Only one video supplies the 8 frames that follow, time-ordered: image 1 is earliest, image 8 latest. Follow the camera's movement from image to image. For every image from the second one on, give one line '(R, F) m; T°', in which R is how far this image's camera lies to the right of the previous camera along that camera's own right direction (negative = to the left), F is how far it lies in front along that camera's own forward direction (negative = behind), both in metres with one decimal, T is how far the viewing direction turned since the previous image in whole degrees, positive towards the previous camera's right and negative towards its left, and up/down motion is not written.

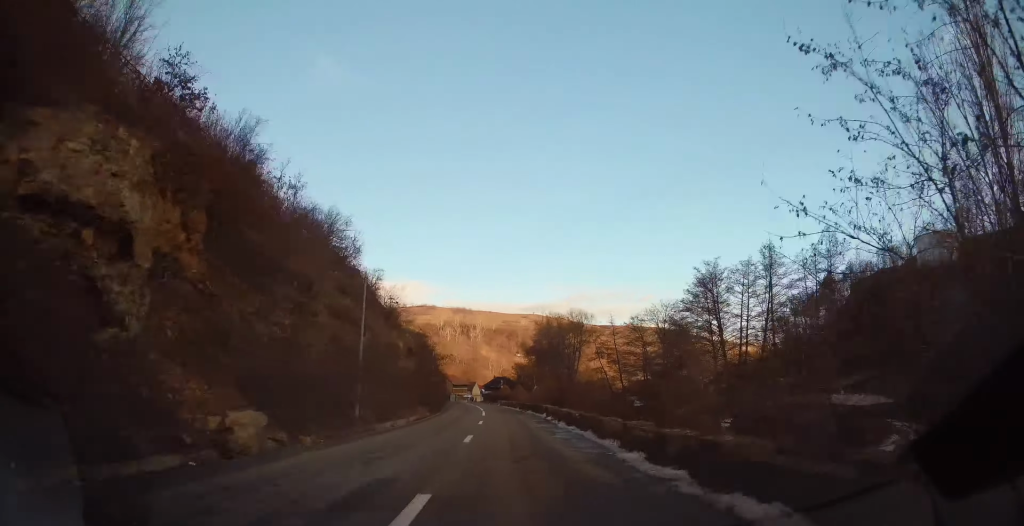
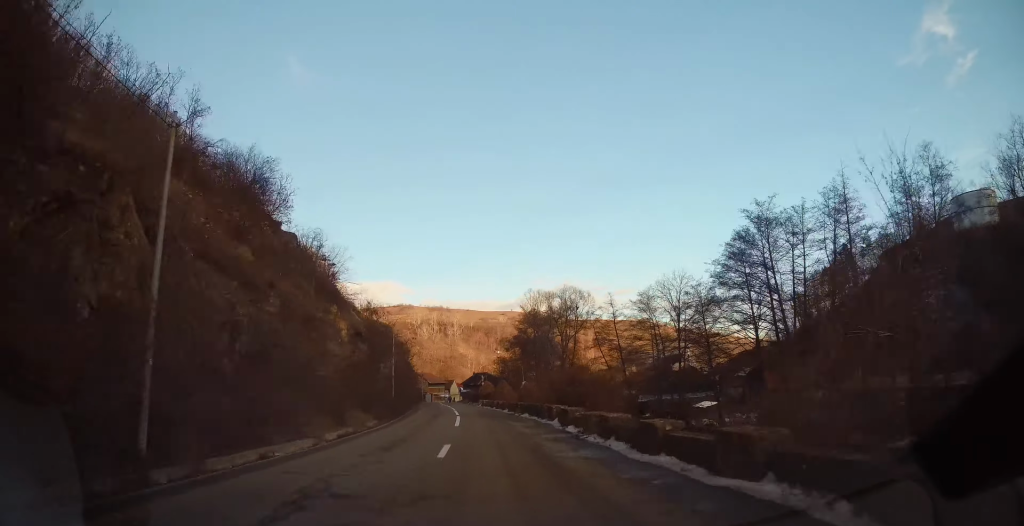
(+0.4, +15.0) m; 0°
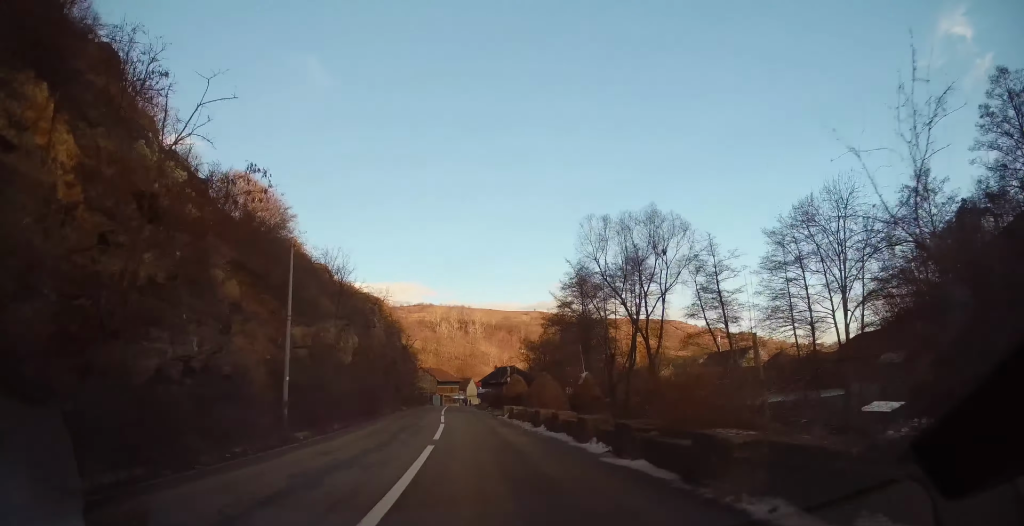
(-0.7, +30.1) m; -3°
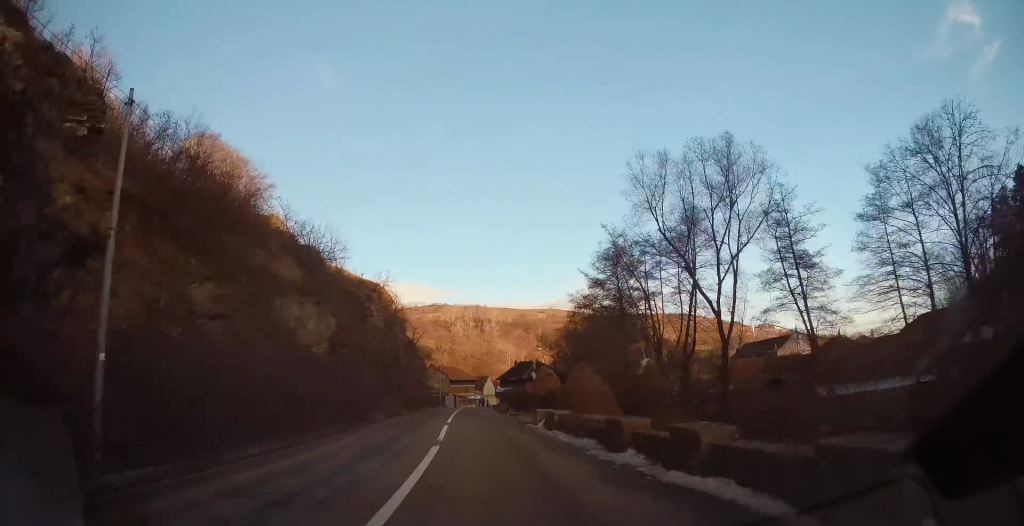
(+0.1, +10.8) m; -1°
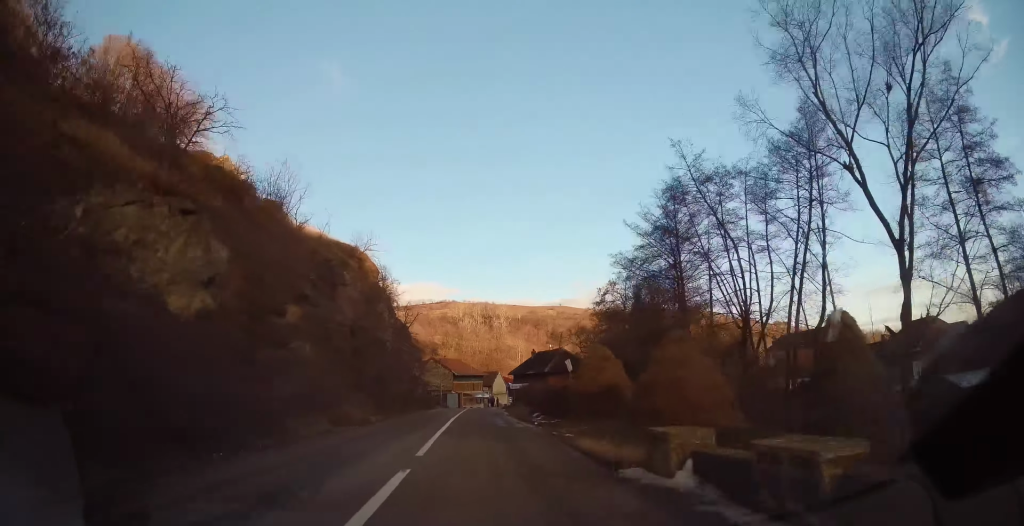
(-0.4, +14.5) m; -1°
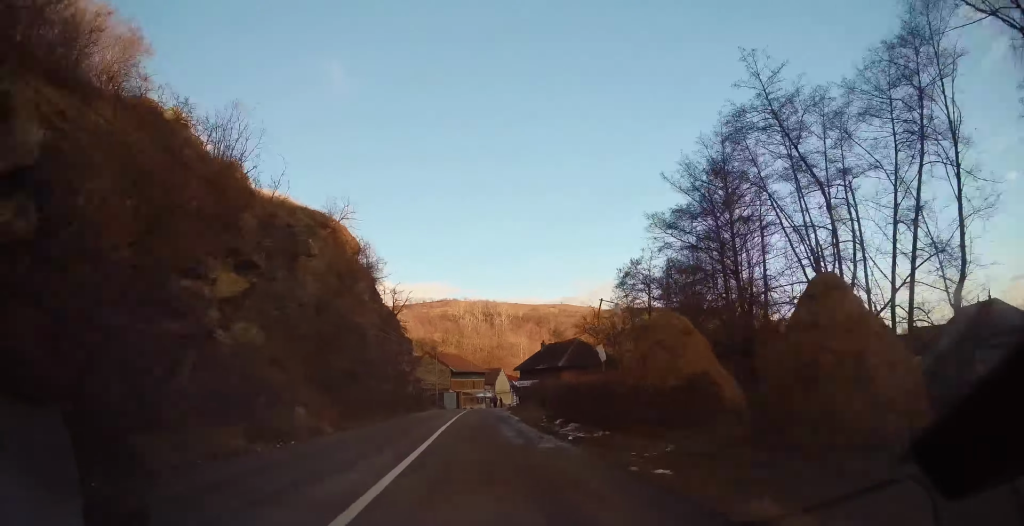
(0.0, +8.4) m; 0°
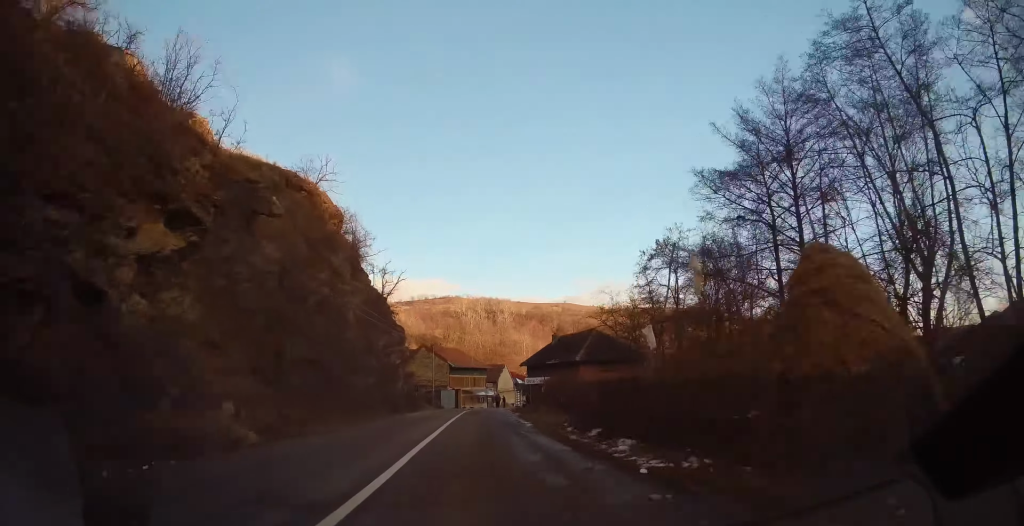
(0.0, +6.6) m; 0°
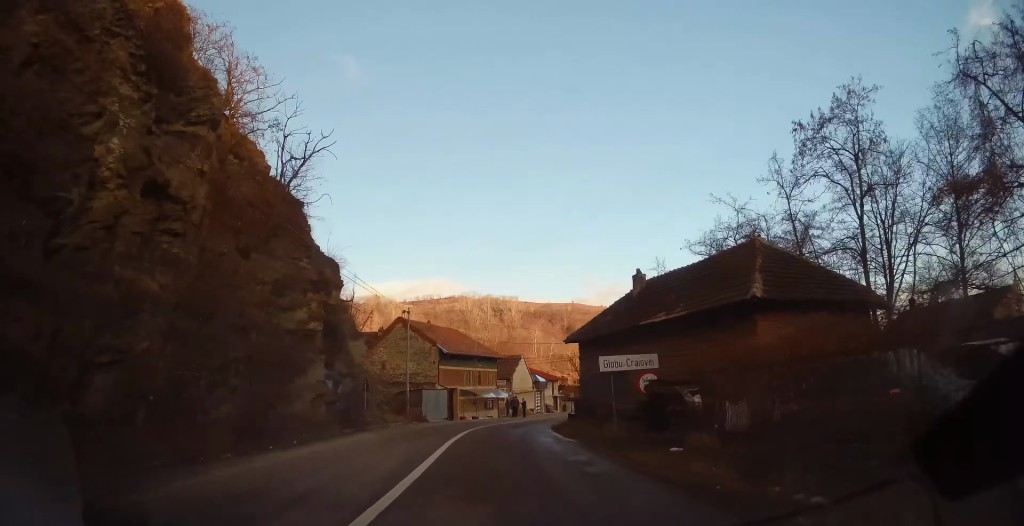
(+0.2, +23.3) m; +1°
